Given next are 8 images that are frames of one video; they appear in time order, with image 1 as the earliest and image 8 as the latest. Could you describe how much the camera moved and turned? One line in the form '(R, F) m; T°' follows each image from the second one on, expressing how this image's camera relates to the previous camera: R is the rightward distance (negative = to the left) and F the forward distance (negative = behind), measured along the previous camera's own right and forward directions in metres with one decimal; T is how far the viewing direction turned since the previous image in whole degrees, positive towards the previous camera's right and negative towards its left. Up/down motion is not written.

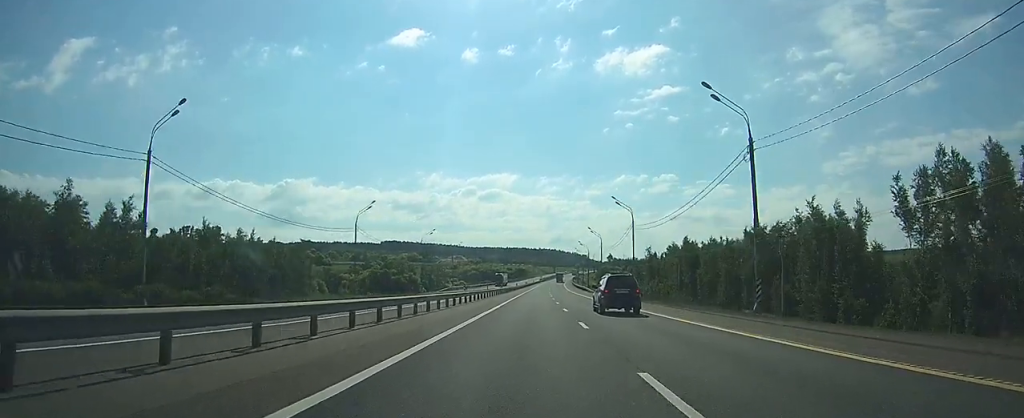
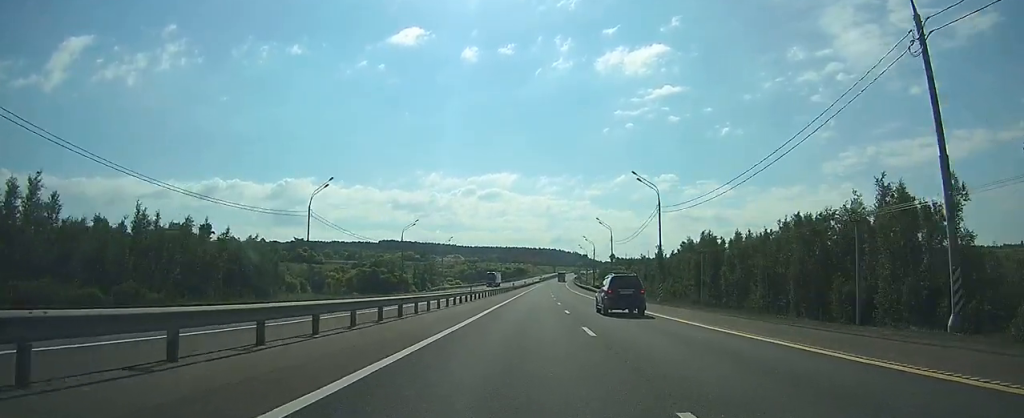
(-0.1, +14.5) m; 0°
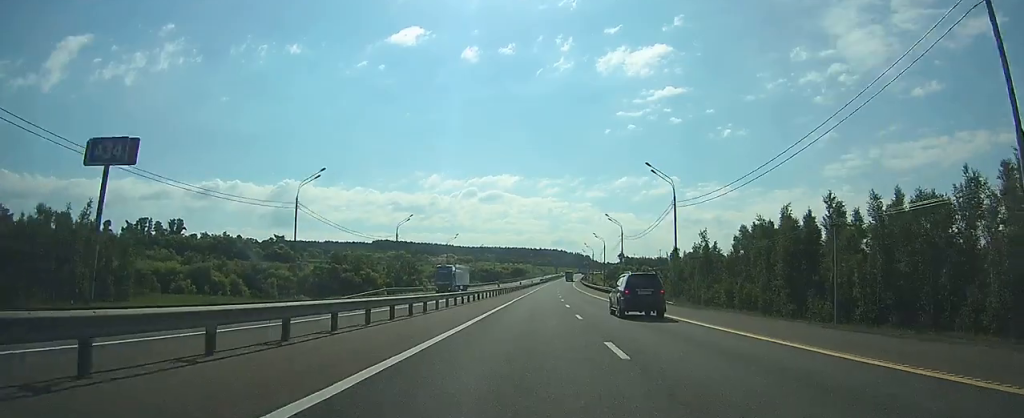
(-0.1, +40.5) m; 0°
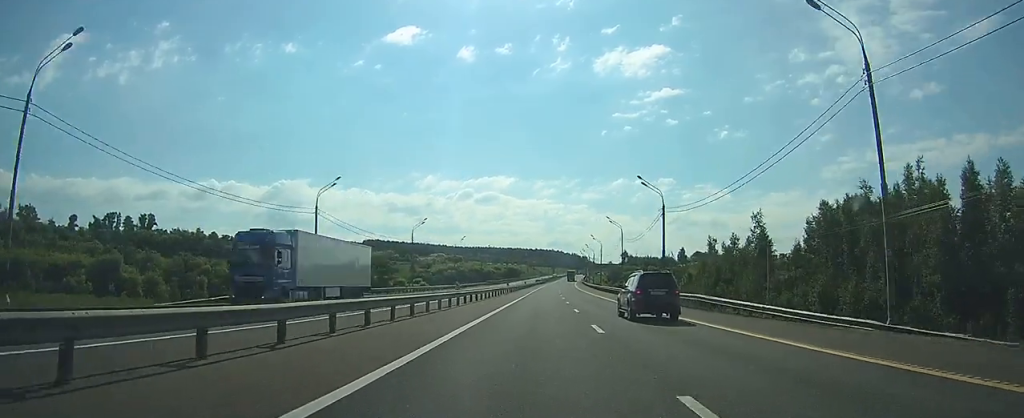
(-0.1, +30.0) m; 0°
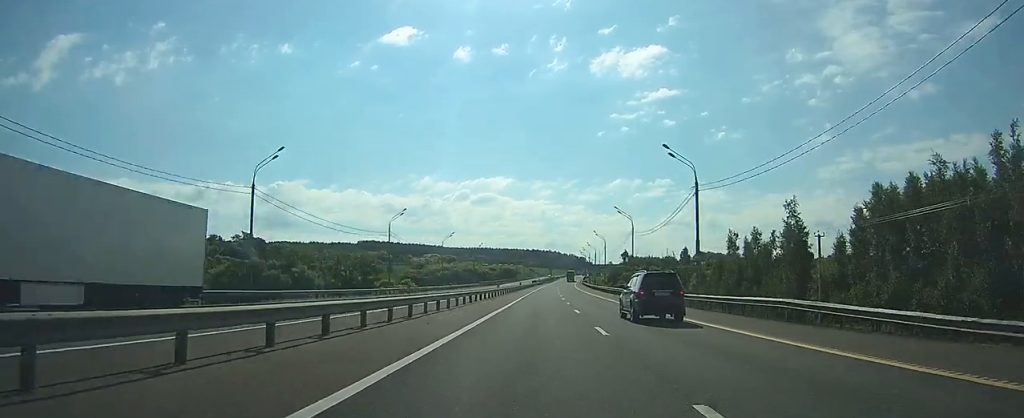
(0.0, +12.4) m; 0°
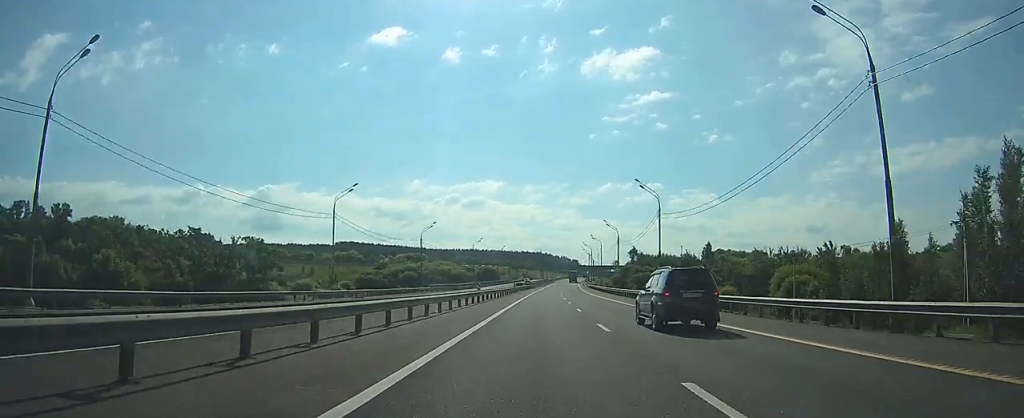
(+1.0, +57.5) m; +2°
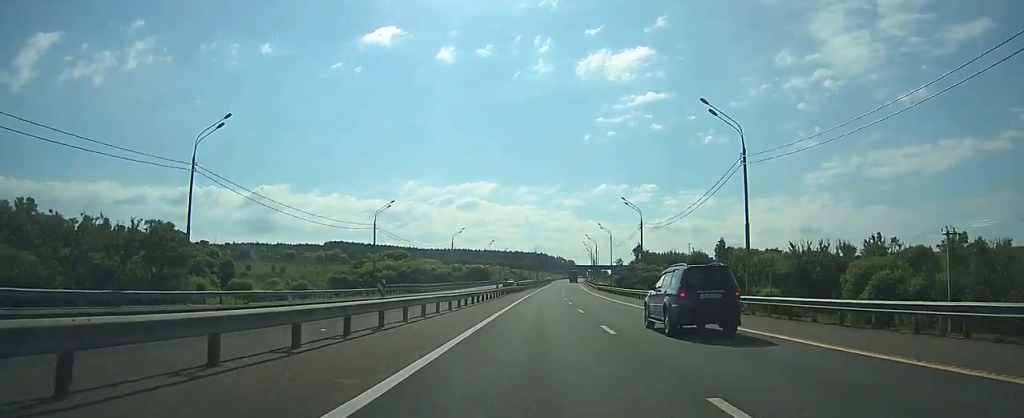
(+0.1, +24.7) m; 0°
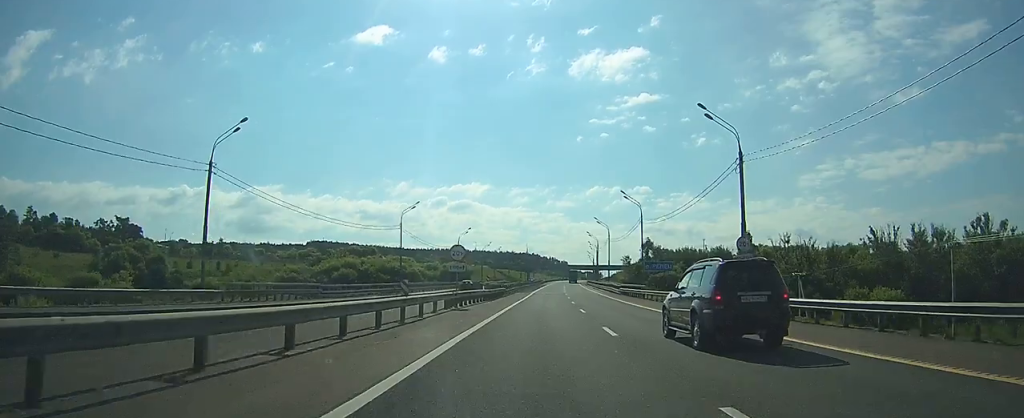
(0.0, +36.0) m; 0°
